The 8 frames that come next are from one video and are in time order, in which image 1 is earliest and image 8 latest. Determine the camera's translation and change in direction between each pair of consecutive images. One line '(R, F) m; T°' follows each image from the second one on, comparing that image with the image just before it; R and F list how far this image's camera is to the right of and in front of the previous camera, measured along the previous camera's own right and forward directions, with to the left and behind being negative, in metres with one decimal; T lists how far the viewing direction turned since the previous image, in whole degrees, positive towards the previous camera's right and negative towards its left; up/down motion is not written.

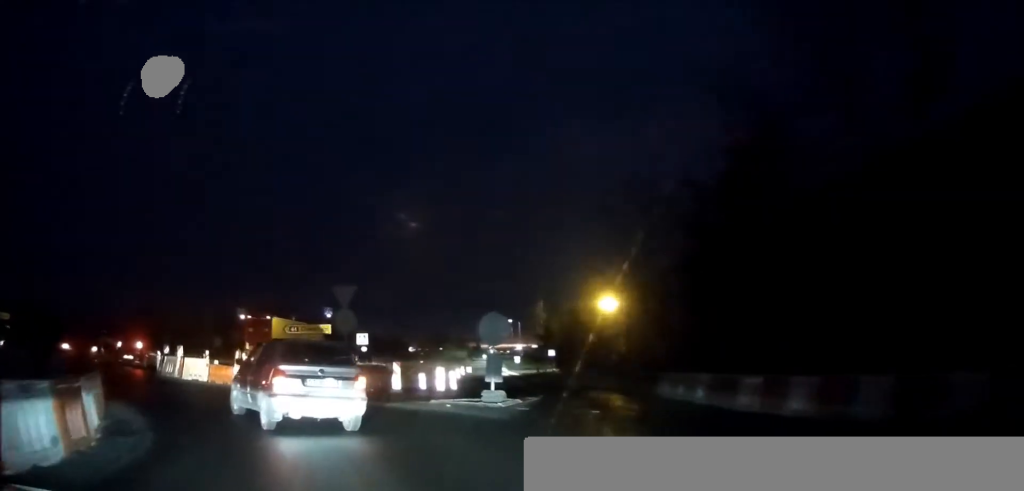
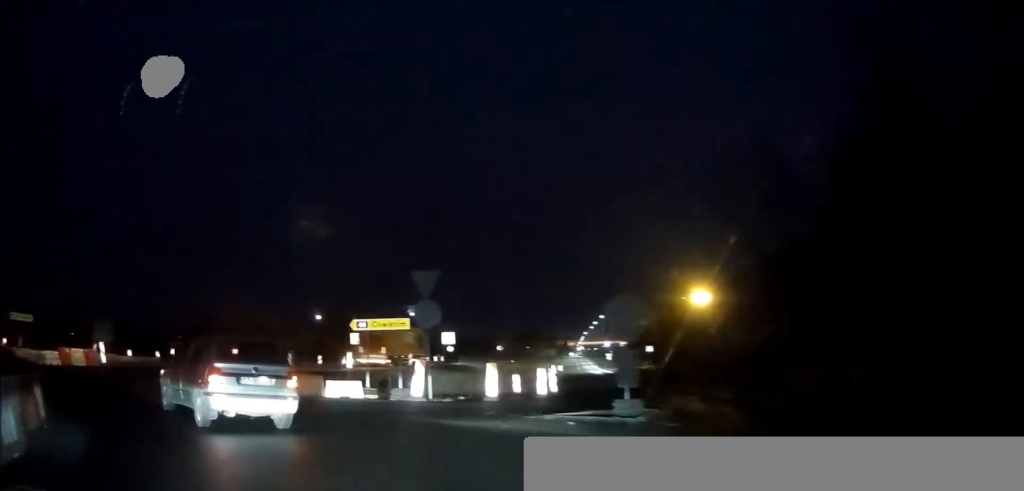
(0.0, +5.0) m; 0°
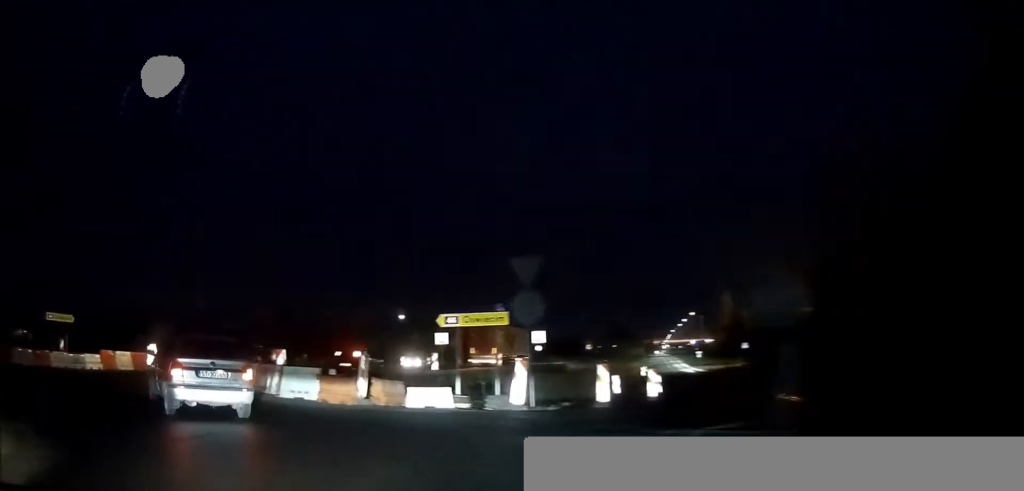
(0.0, +3.6) m; -3°
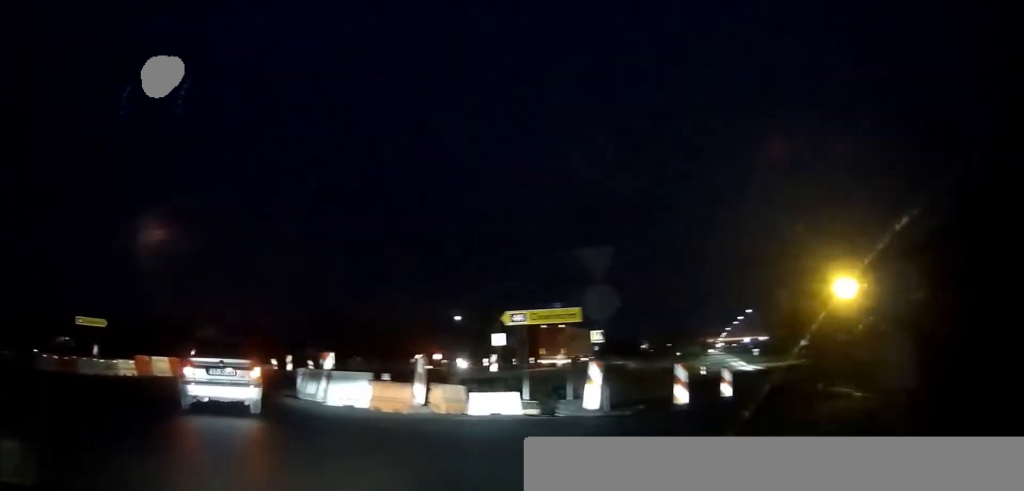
(+0.1, +1.9) m; -2°
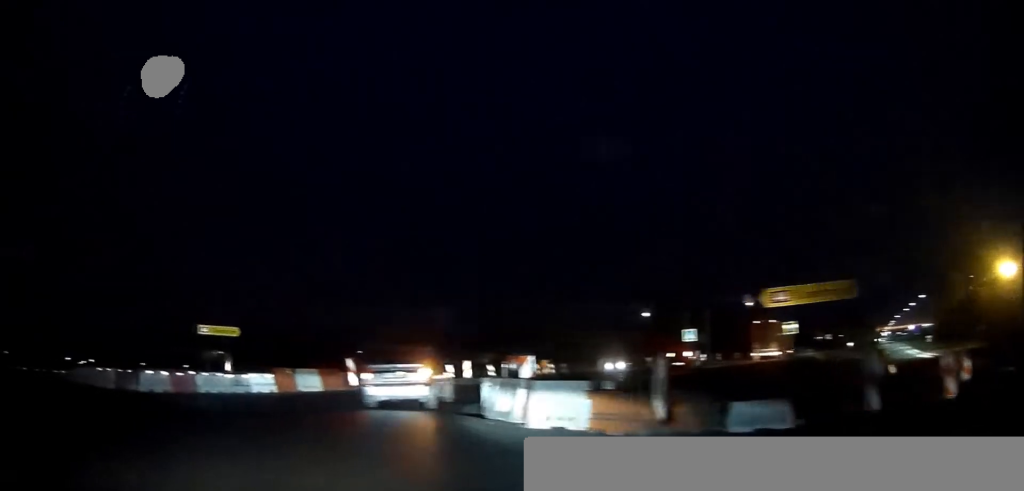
(-0.3, +4.3) m; -6°
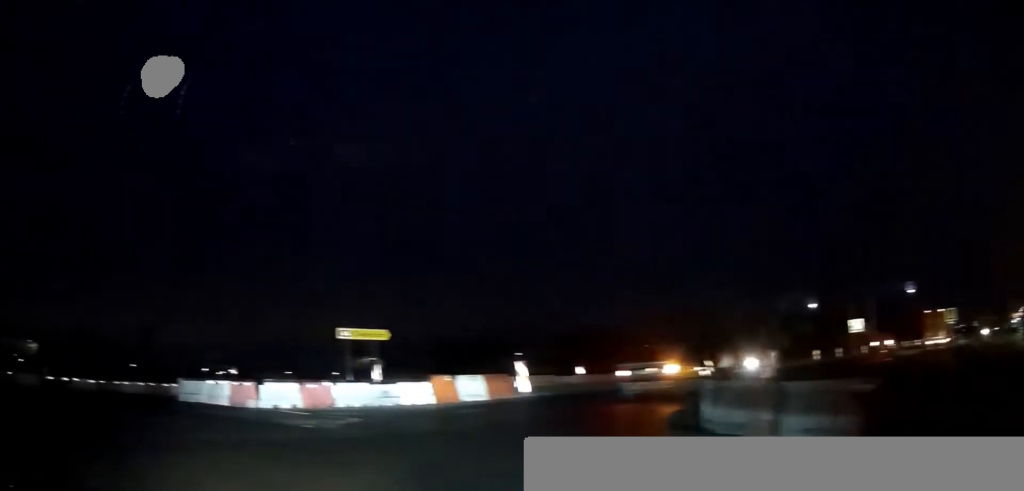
(-0.1, +3.0) m; -18°
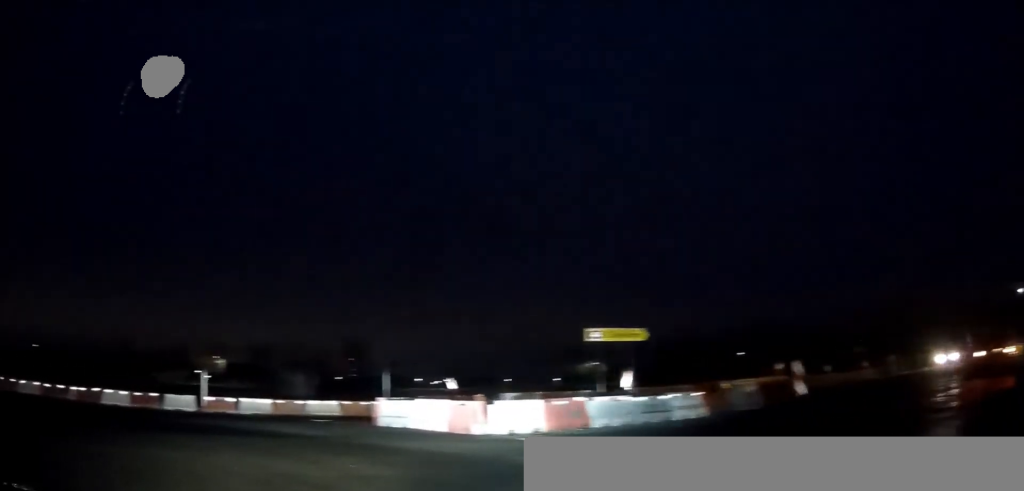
(-0.5, +2.8) m; -30°
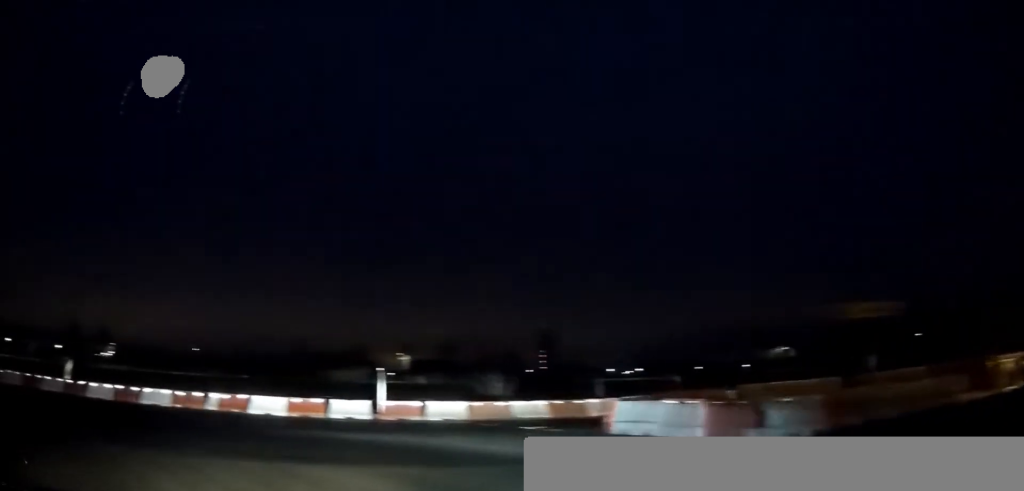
(-1.0, +2.5) m; -24°
